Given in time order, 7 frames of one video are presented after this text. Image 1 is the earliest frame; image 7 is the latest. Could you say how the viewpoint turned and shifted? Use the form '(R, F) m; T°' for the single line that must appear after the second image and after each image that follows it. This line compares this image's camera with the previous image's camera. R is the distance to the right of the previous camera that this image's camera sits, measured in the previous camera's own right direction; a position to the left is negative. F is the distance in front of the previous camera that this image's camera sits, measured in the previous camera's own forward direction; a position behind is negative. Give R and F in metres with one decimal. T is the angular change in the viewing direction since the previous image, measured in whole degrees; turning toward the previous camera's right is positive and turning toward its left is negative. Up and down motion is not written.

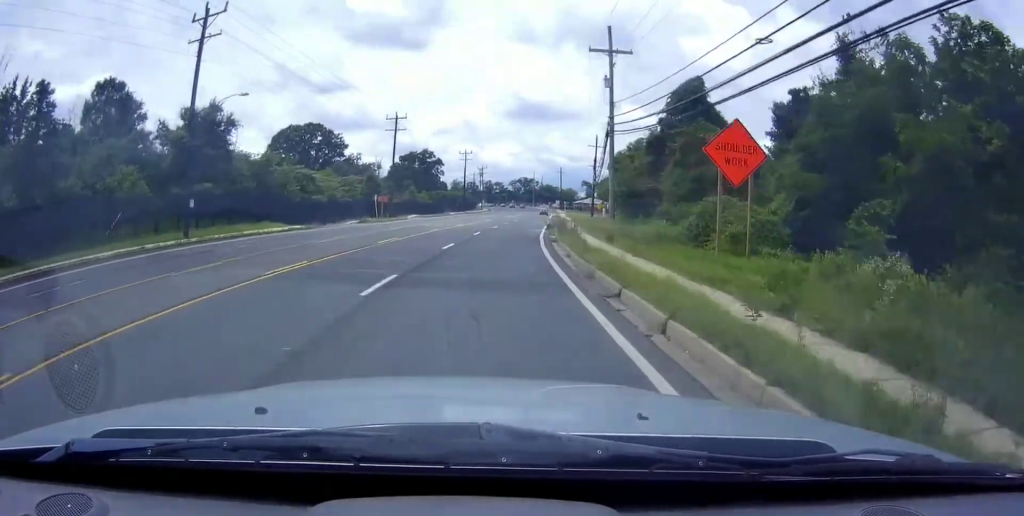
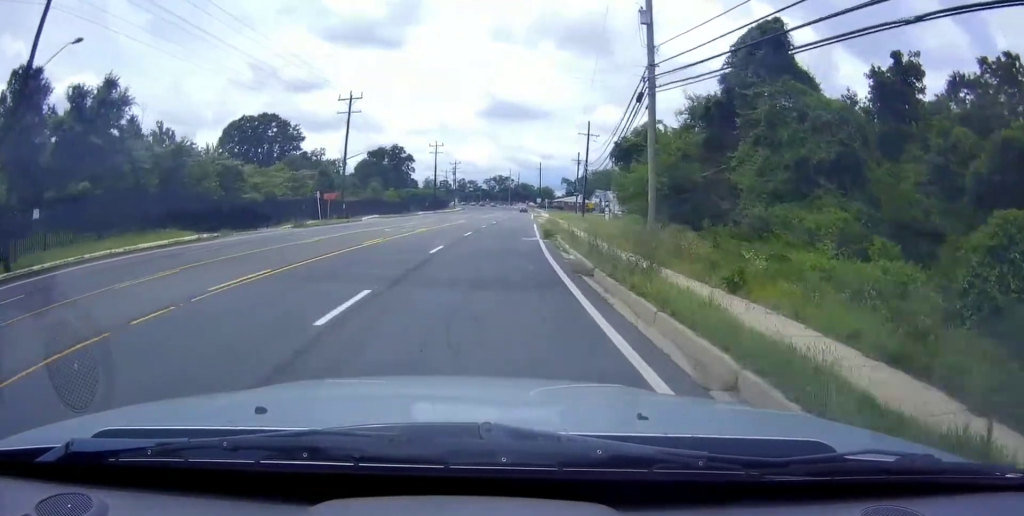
(0.0, +15.2) m; +2°
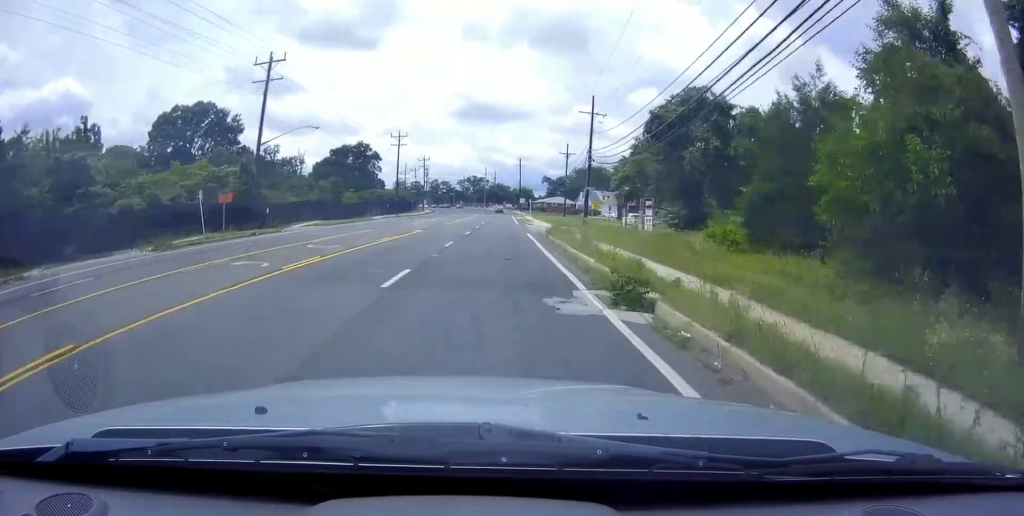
(+0.8, +20.7) m; +4°
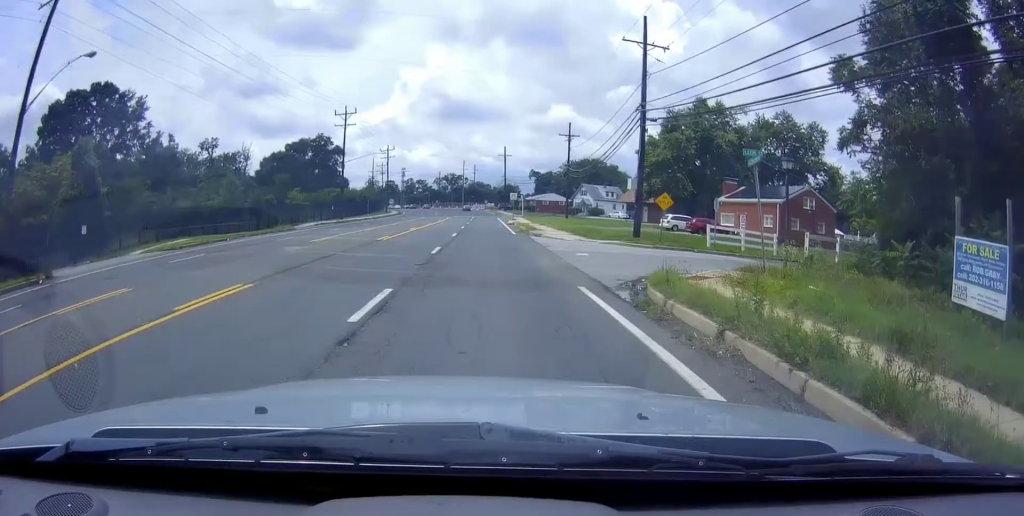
(+0.6, +28.1) m; +1°
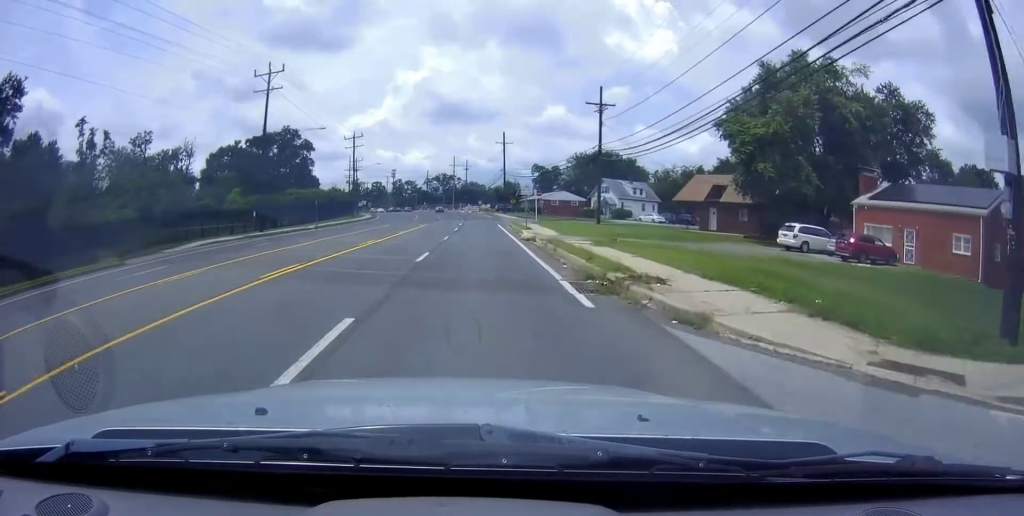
(+0.3, +27.5) m; +2°
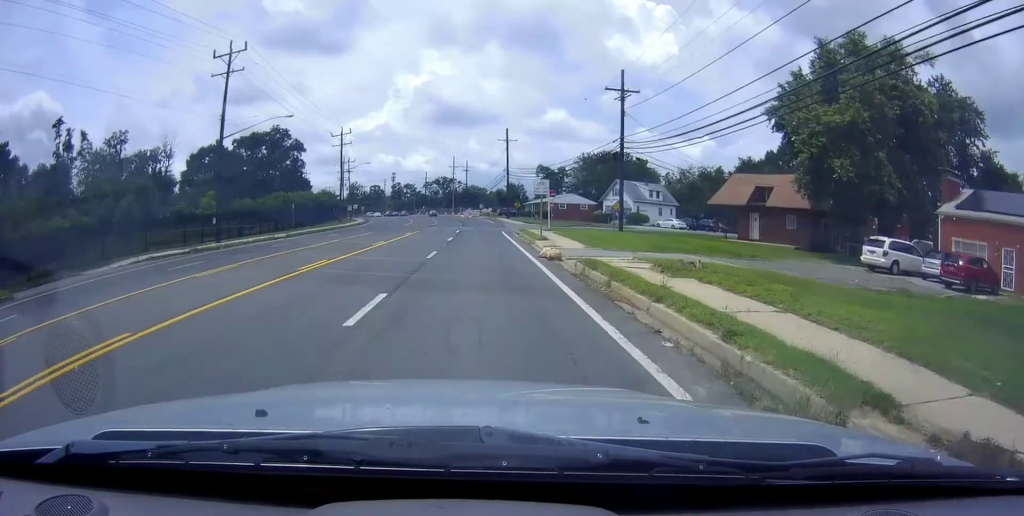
(+0.3, +9.1) m; 0°
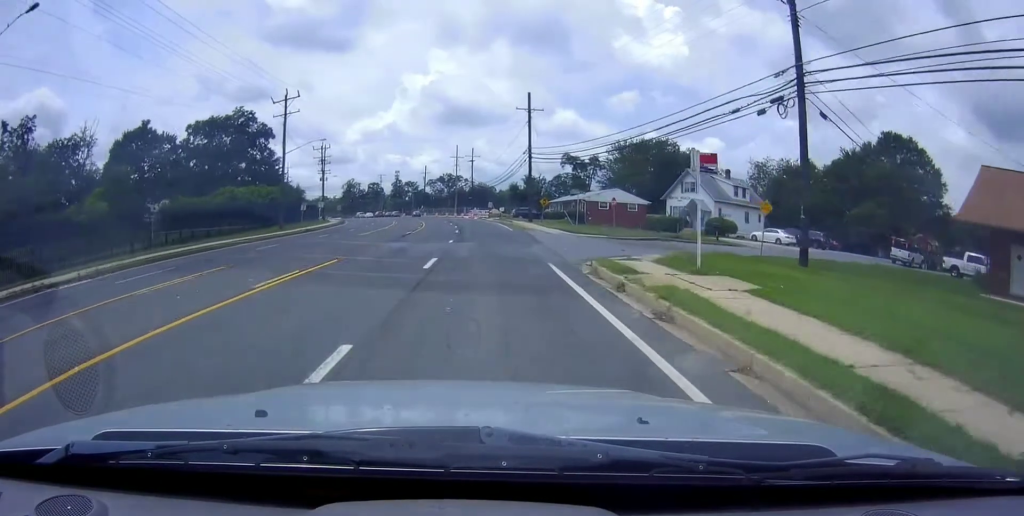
(-0.3, +28.1) m; 0°
